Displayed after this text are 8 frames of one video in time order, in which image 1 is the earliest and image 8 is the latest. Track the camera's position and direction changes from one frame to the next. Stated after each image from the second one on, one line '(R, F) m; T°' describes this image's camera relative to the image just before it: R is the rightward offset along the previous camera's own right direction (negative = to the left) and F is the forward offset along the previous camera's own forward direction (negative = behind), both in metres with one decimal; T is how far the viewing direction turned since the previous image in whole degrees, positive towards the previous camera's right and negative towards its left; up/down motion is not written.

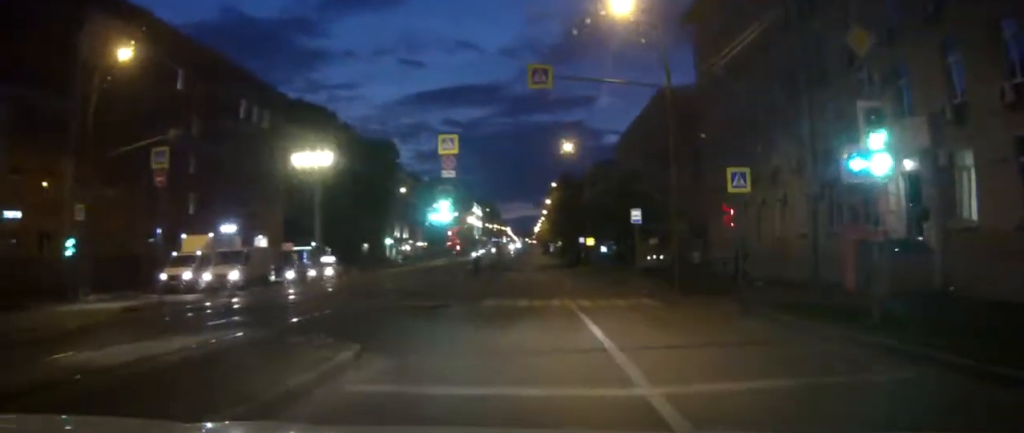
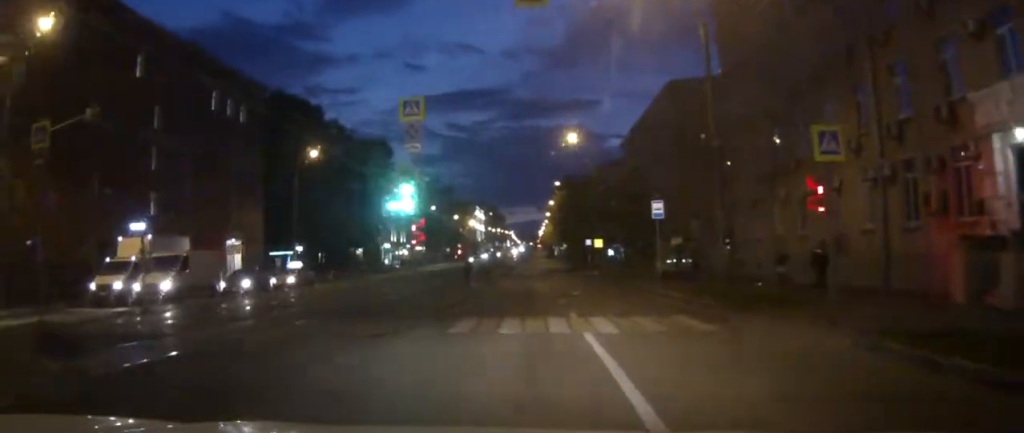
(+0.9, +7.1) m; +7°
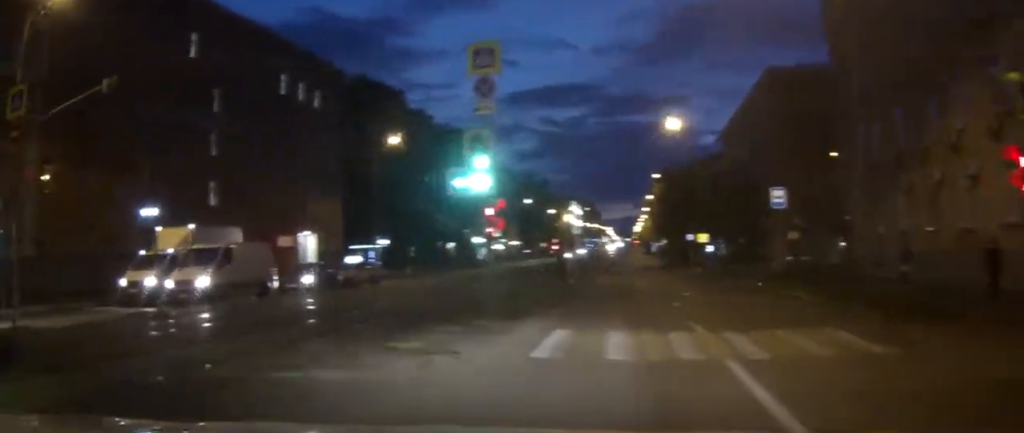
(0.0, +5.1) m; -4°
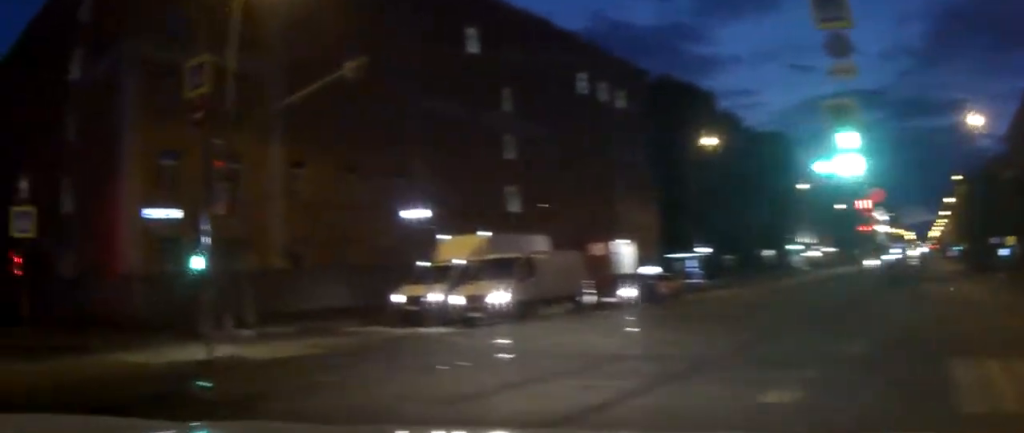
(-0.3, +4.7) m; -16°
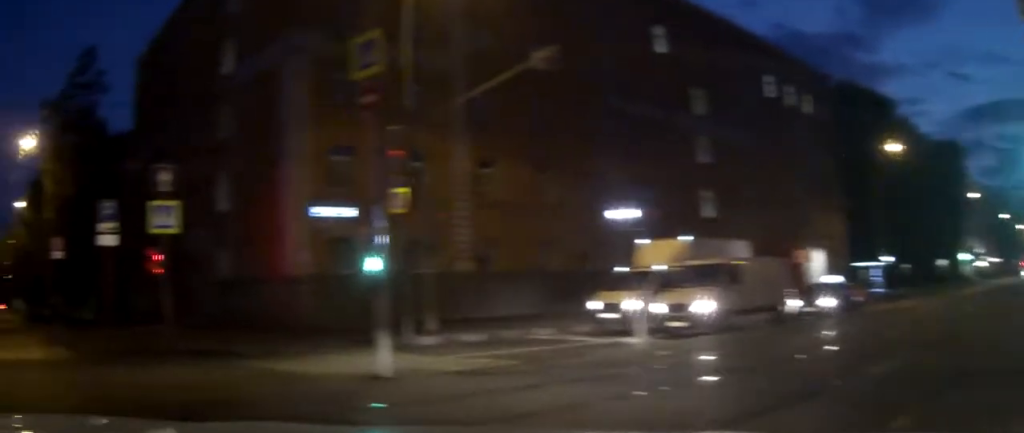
(-0.2, +1.8) m; -16°
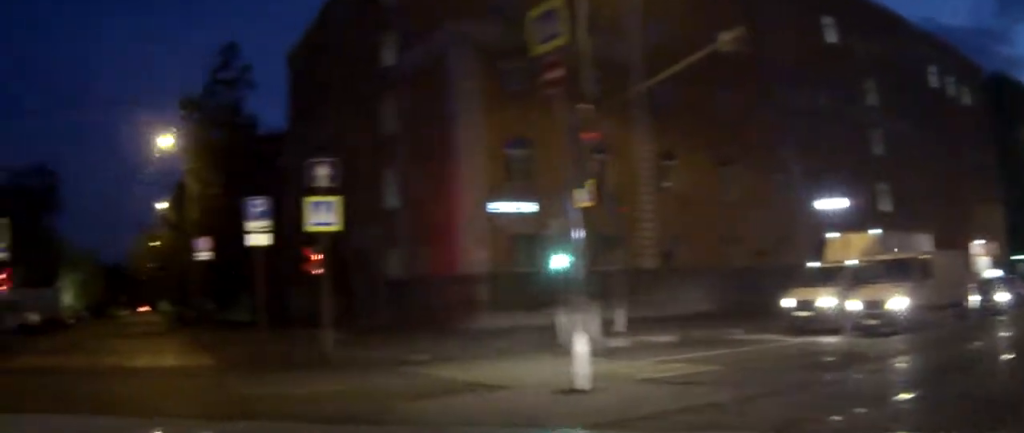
(0.0, +1.7) m; -16°
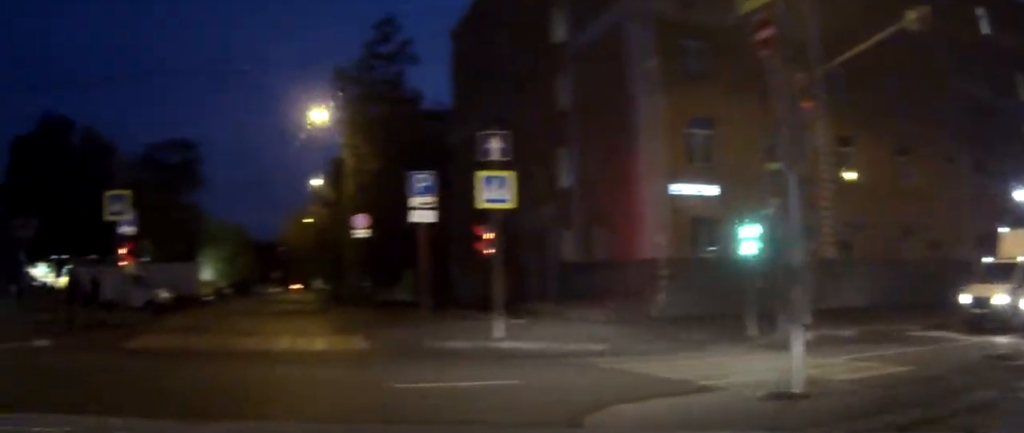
(-0.7, +1.5) m; -18°
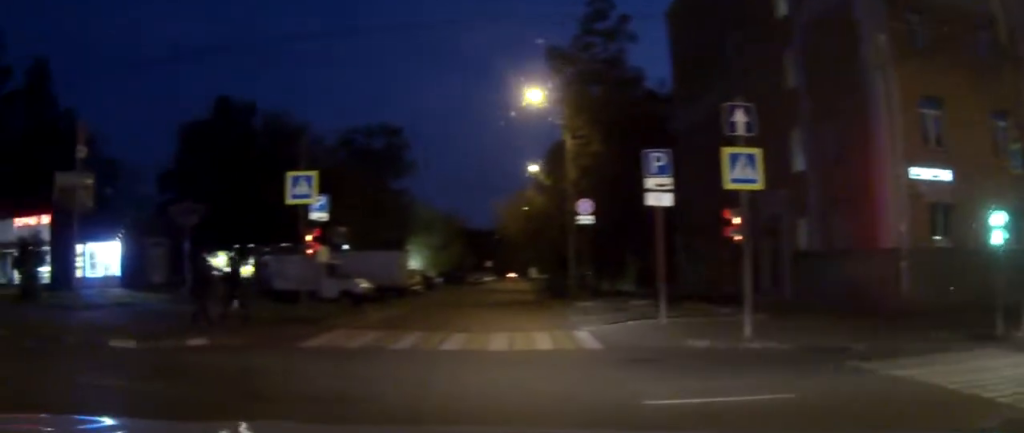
(-0.6, +2.5) m; -17°
